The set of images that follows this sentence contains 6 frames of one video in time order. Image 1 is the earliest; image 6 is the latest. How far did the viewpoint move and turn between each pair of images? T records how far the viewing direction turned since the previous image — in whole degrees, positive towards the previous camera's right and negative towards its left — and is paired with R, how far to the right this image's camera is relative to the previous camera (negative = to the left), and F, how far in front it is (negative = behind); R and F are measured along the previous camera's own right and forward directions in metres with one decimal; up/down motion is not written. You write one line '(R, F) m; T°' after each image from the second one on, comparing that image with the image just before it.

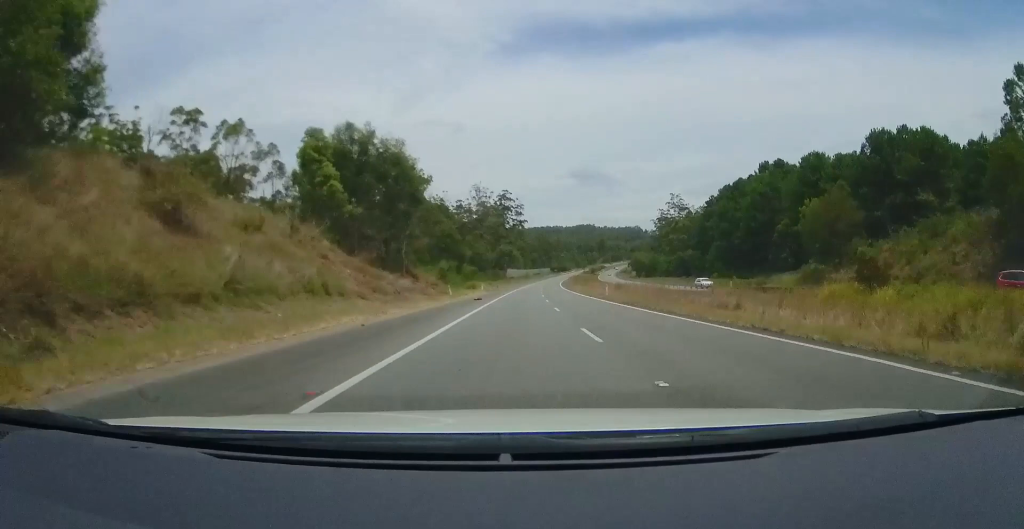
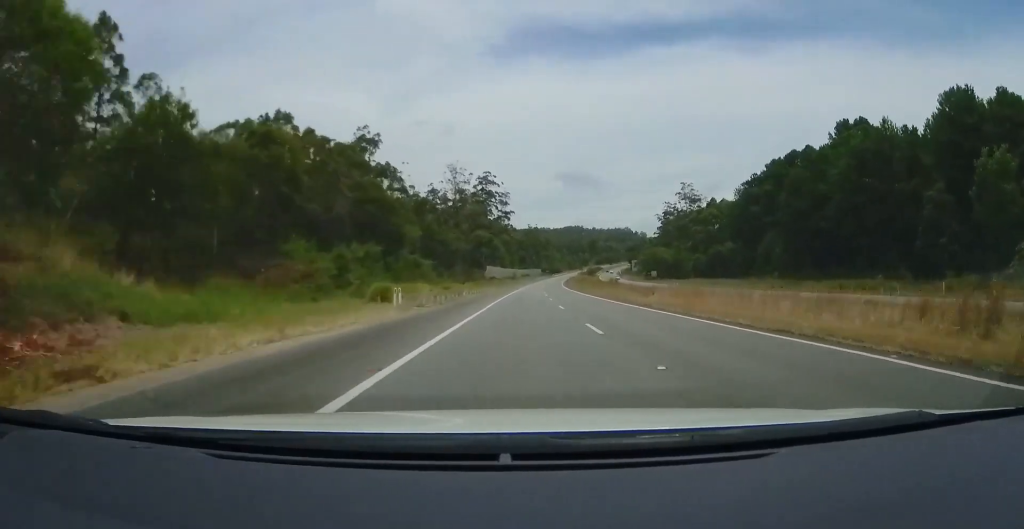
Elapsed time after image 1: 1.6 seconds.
(0.0, +46.8) m; +1°
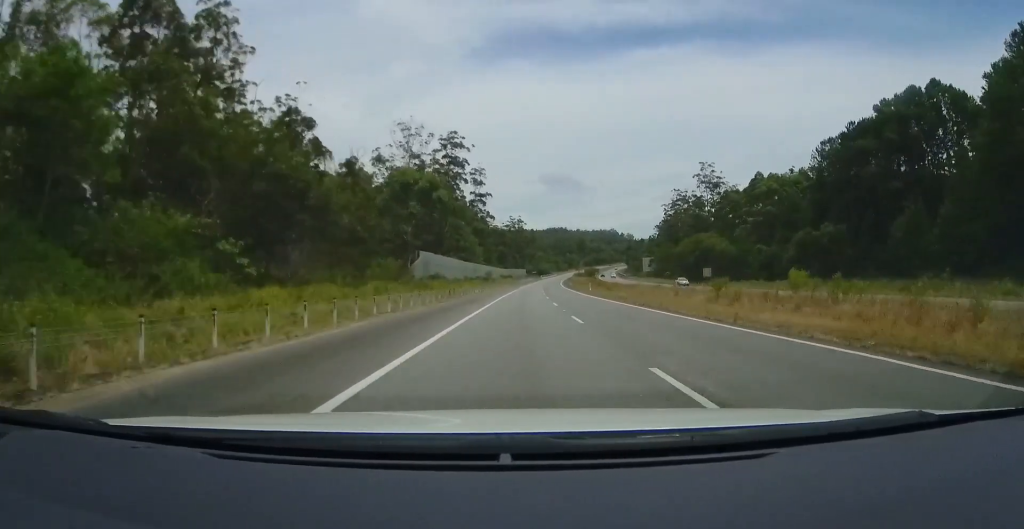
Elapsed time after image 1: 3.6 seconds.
(+1.4, +57.7) m; +2°
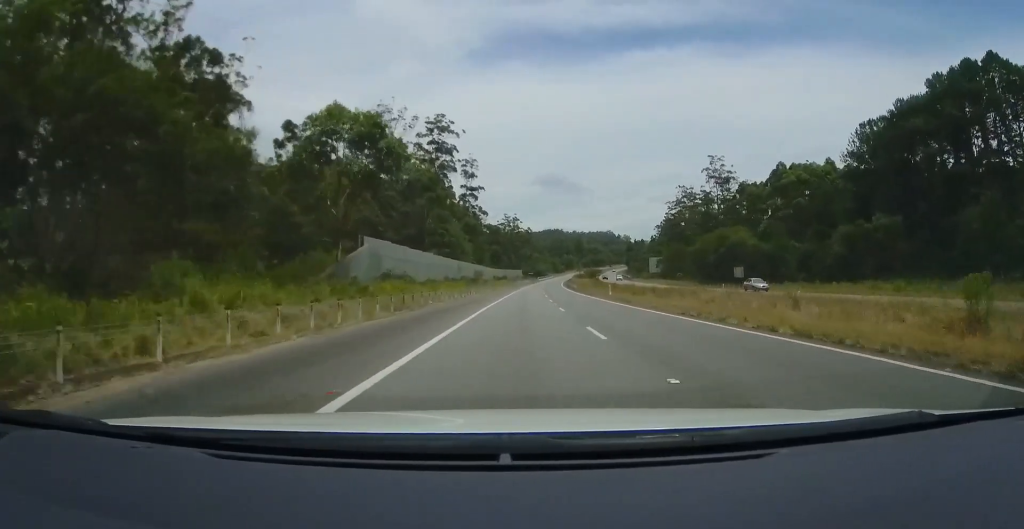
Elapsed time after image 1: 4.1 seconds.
(0.0, +16.6) m; +1°
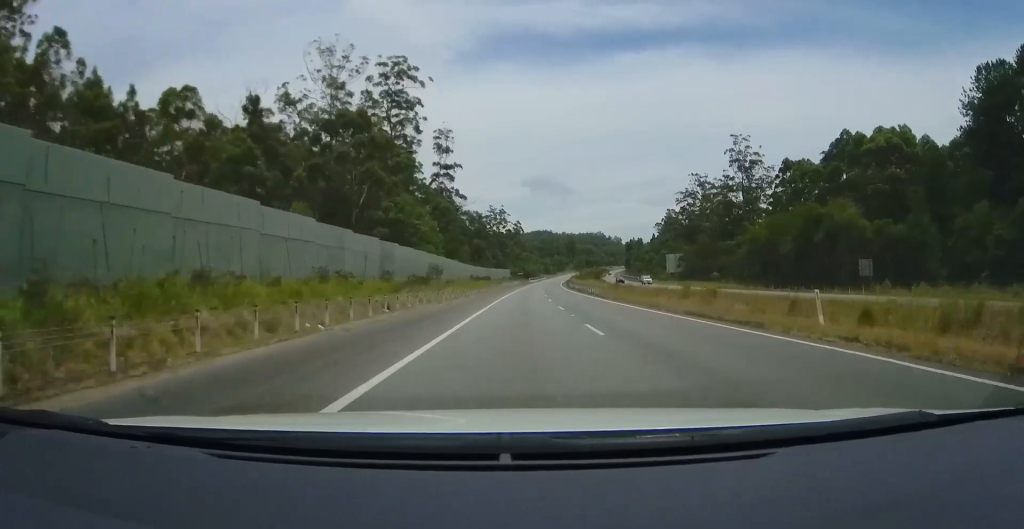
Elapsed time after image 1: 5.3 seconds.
(+0.6, +35.7) m; +2°
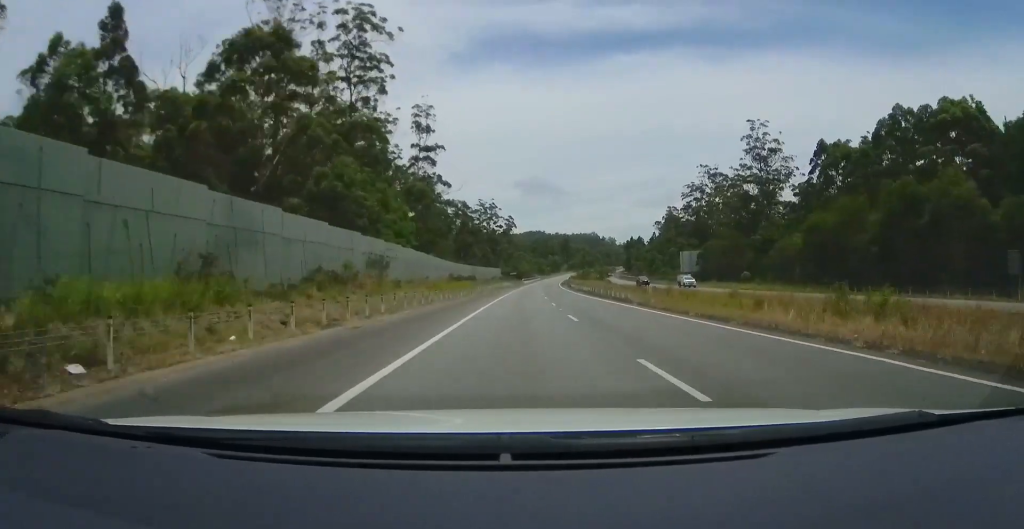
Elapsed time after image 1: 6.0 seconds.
(+0.1, +20.2) m; 0°
